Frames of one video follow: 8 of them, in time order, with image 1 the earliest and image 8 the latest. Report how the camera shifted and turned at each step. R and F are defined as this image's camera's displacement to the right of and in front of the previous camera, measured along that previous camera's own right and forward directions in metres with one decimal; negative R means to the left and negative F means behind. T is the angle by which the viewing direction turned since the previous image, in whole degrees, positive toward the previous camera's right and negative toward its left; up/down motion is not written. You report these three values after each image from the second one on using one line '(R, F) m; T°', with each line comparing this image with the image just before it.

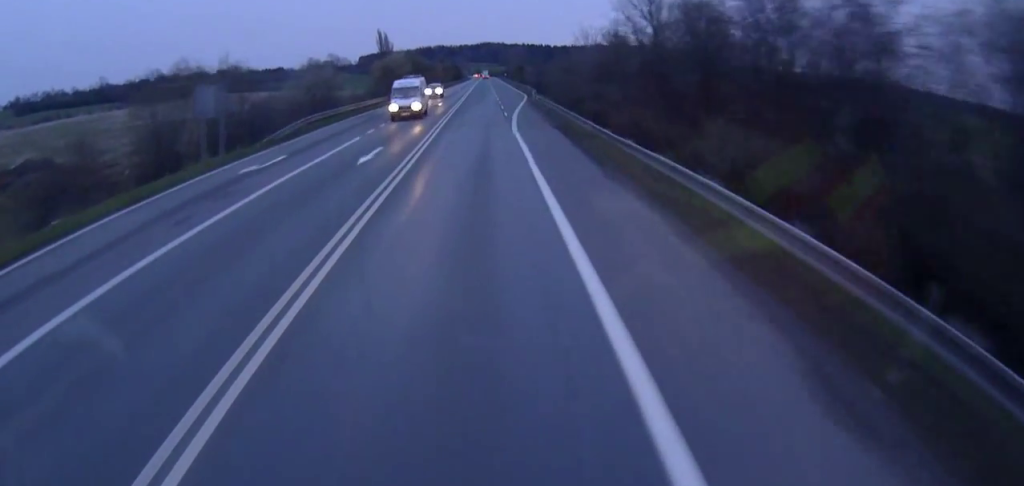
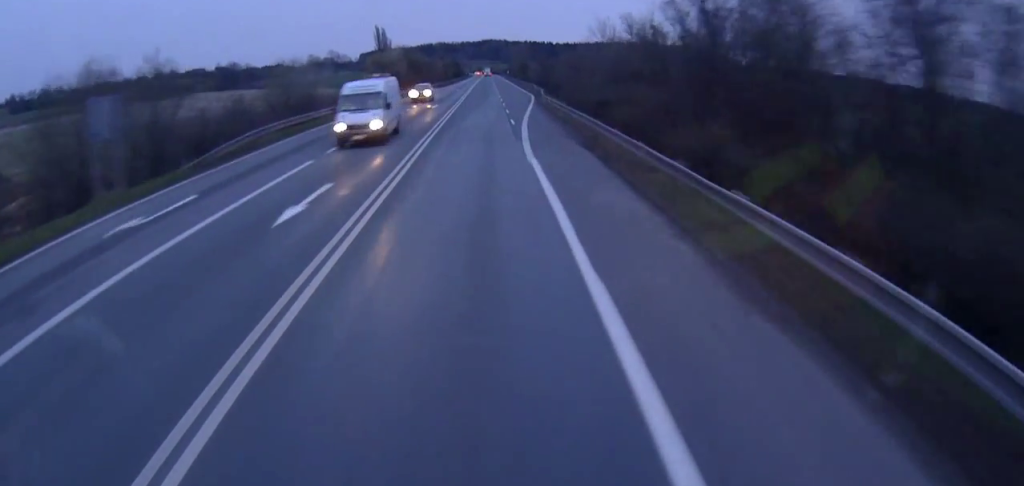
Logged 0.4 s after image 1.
(0.0, +9.5) m; 0°
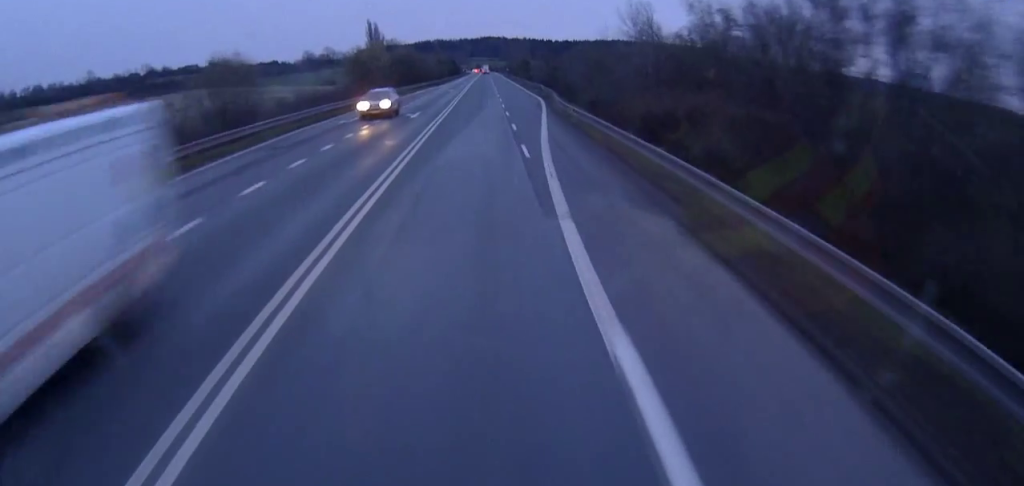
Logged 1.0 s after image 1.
(0.0, +14.2) m; -1°
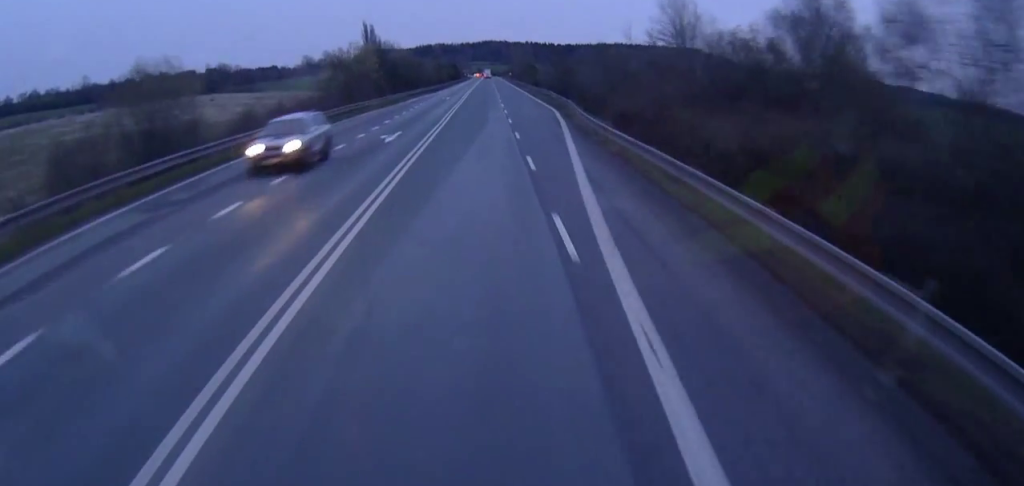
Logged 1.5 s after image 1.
(-0.2, +10.9) m; 0°
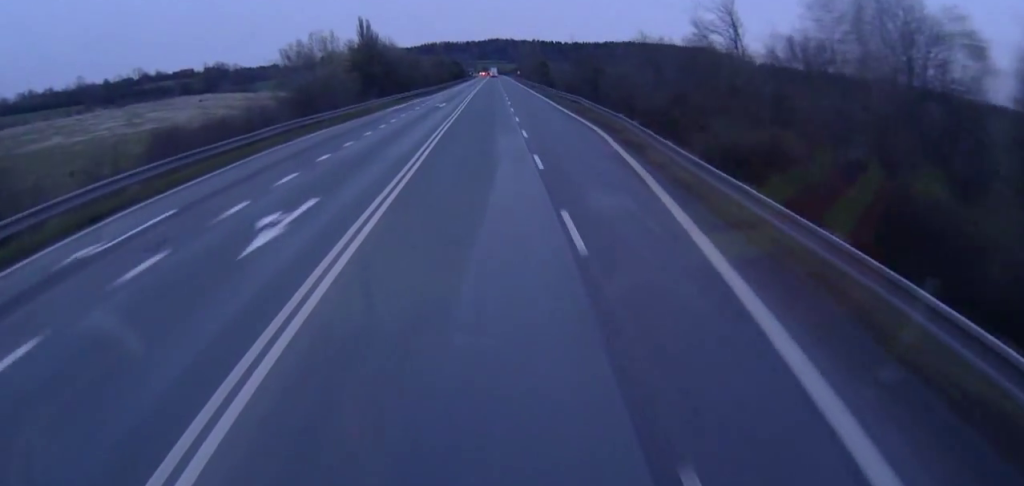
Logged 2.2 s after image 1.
(-0.1, +17.6) m; 0°
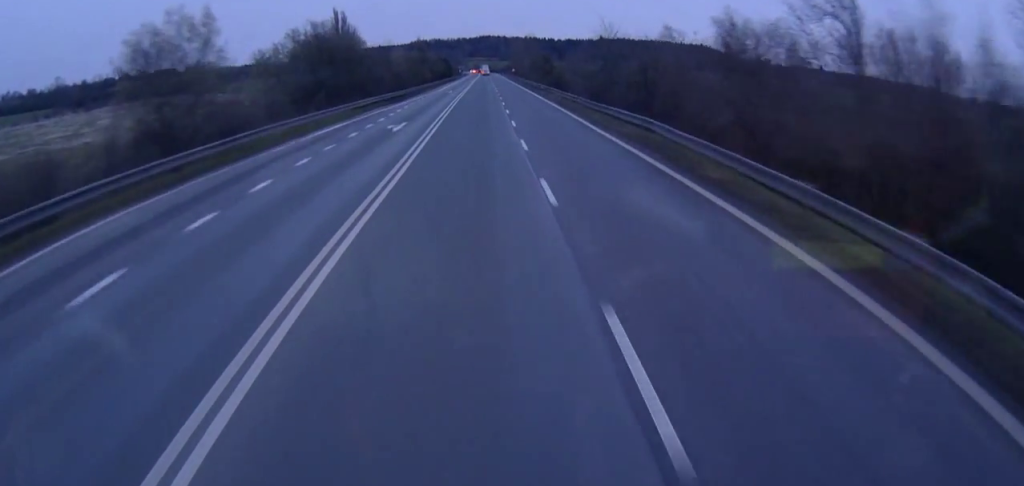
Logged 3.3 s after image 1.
(0.0, +23.4) m; 0°
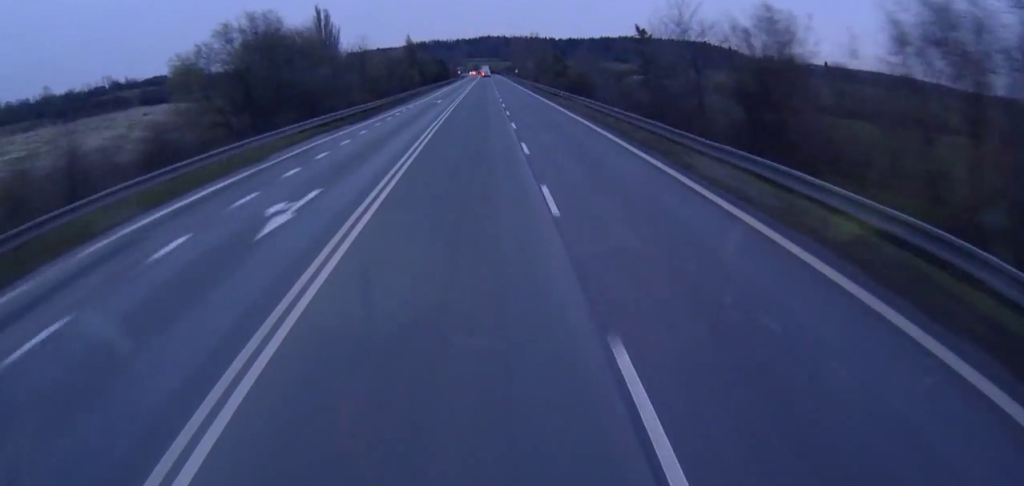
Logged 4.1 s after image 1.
(0.0, +18.7) m; +1°
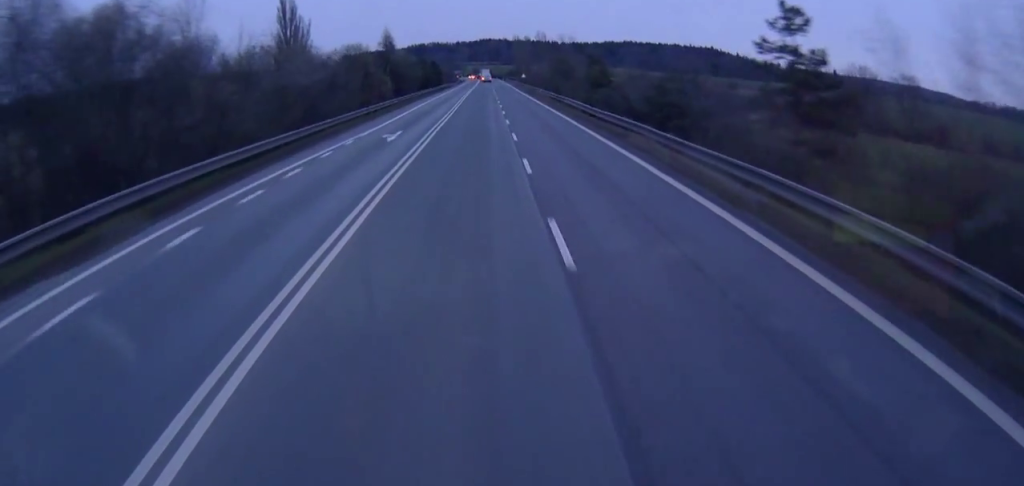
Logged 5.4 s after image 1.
(+0.5, +30.0) m; 0°
